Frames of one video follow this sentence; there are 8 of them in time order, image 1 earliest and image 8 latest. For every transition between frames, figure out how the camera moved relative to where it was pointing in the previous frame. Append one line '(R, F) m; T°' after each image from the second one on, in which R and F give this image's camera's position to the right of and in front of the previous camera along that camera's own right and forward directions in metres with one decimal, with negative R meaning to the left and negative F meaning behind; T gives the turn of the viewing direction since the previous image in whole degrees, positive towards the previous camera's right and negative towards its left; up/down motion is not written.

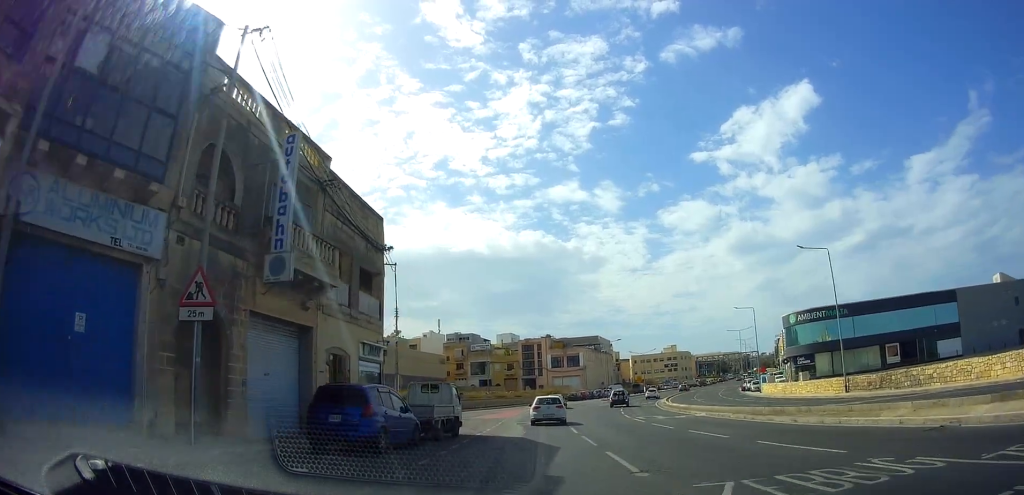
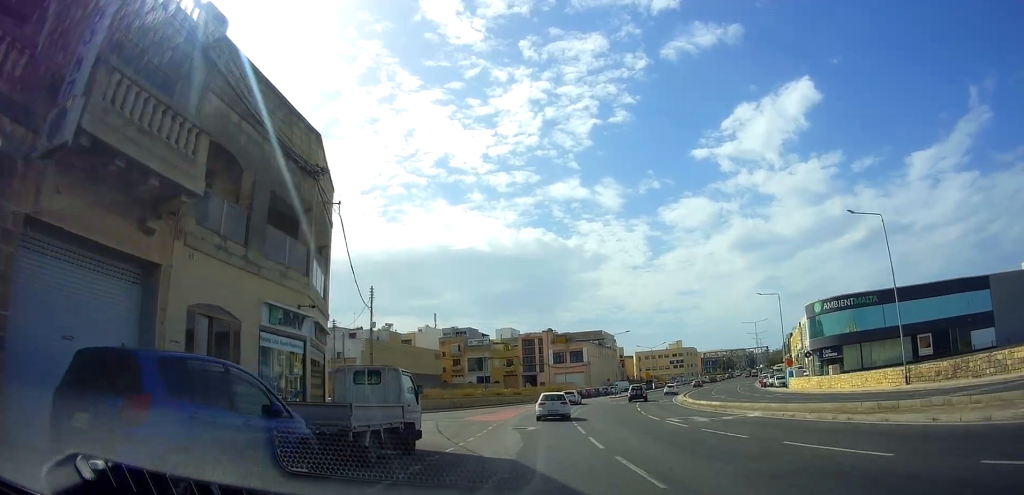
(-0.1, +7.5) m; 0°
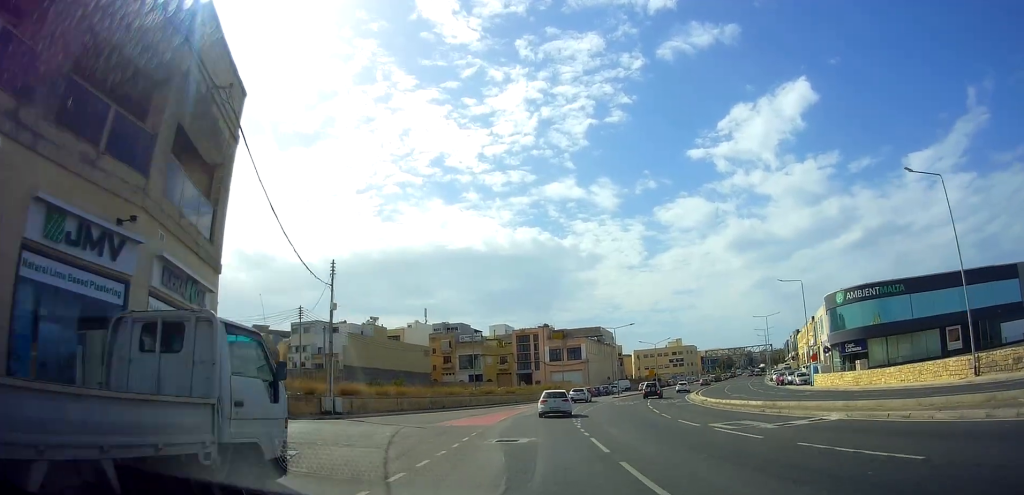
(-0.2, +7.0) m; 0°
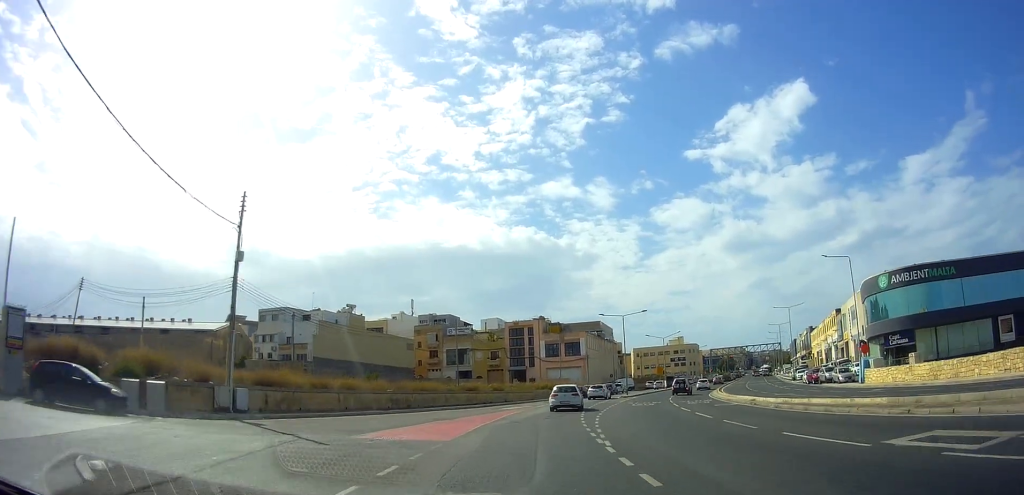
(+0.3, +10.2) m; +3°
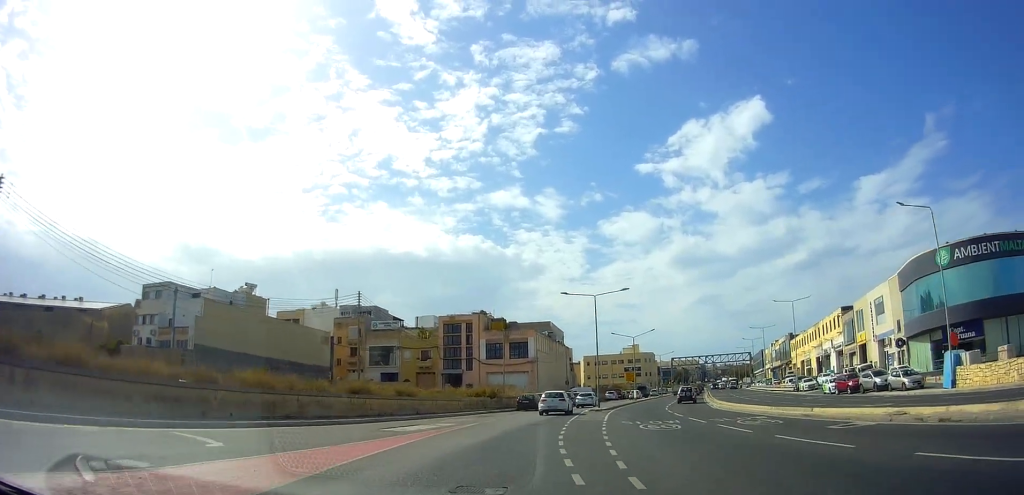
(+0.4, +18.1) m; +2°
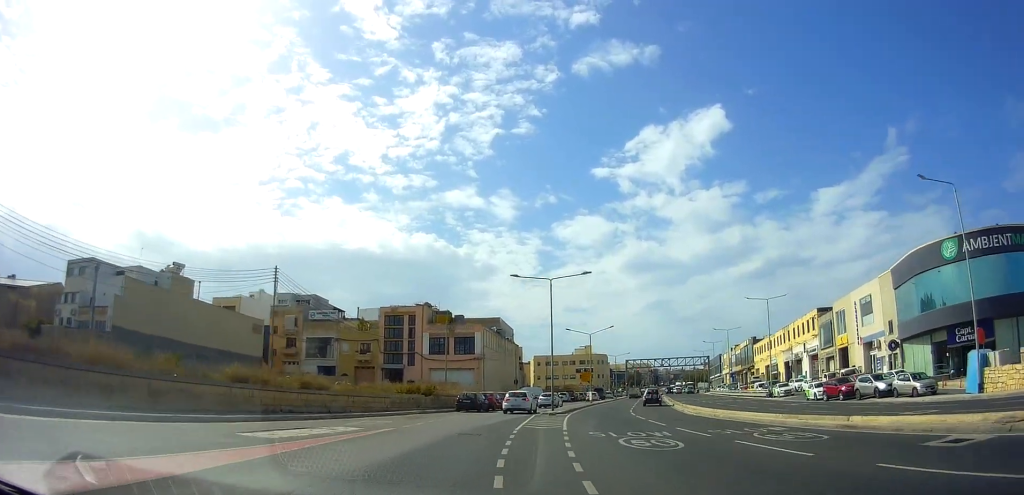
(-0.4, +6.9) m; +3°
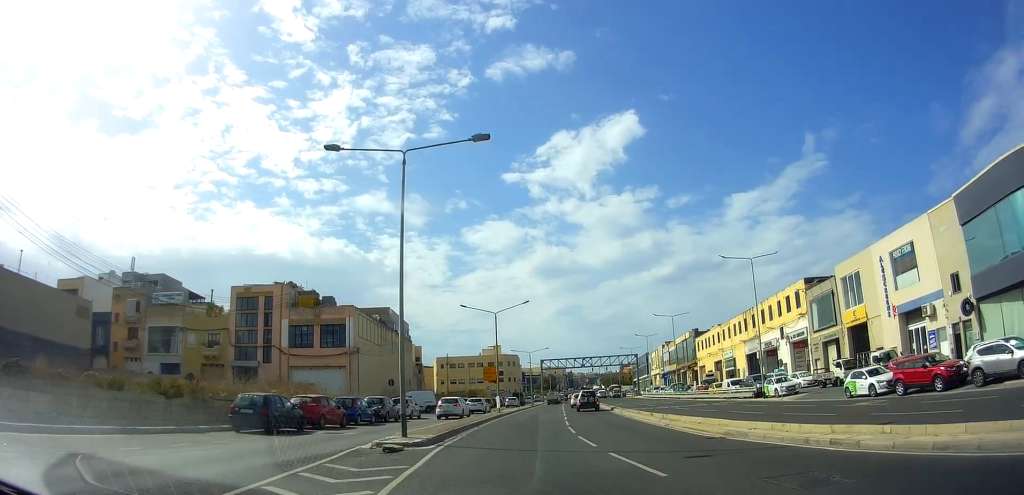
(+2.9, +19.2) m; +11°
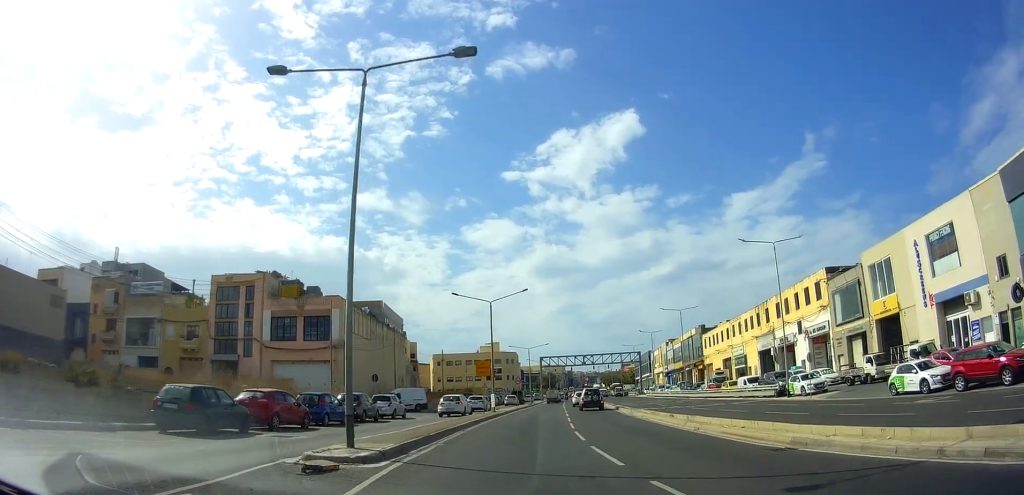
(0.0, +4.4) m; 0°
